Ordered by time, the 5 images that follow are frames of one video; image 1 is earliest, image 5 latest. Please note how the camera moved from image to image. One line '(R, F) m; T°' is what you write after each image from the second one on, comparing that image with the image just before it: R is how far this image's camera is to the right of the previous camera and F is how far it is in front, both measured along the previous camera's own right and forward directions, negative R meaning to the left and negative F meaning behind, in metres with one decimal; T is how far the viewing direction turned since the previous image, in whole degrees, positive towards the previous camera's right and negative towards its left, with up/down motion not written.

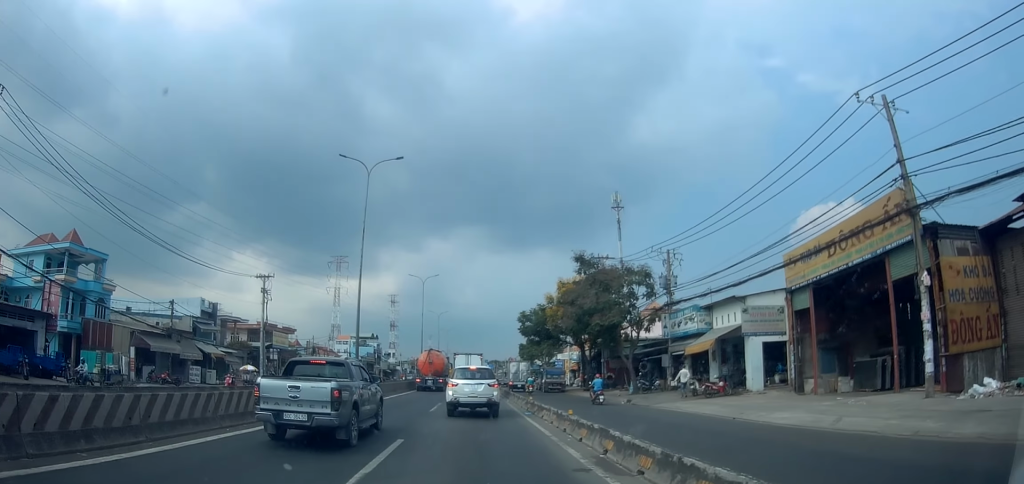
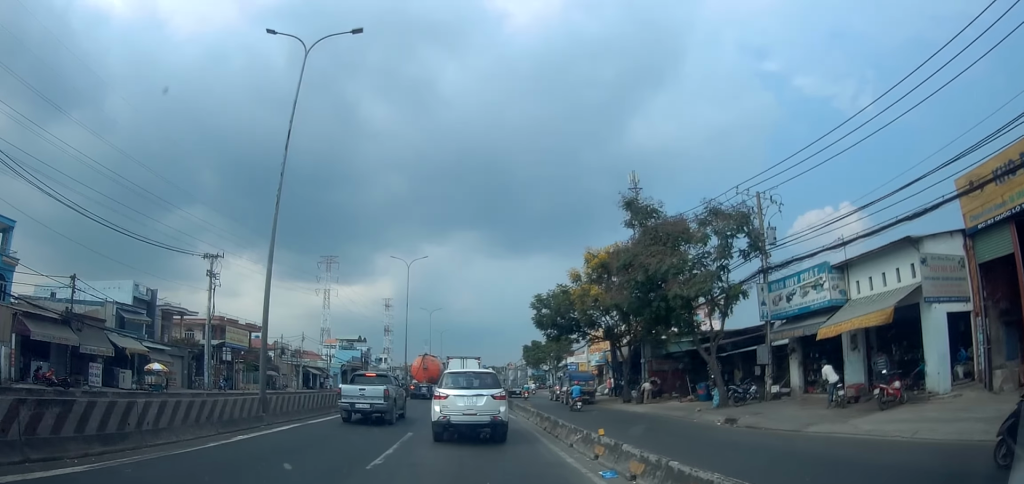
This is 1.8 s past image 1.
(+0.5, +11.0) m; +1°
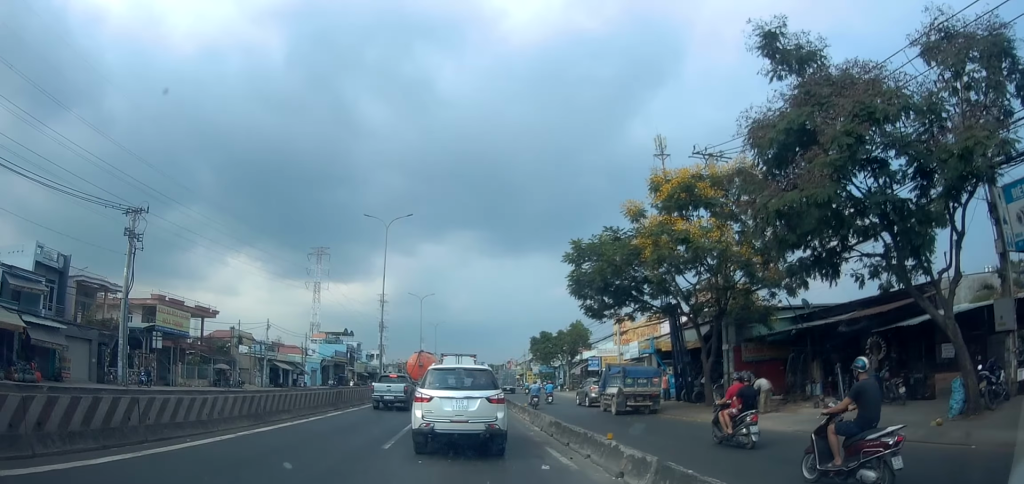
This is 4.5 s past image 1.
(-0.1, +11.1) m; 0°
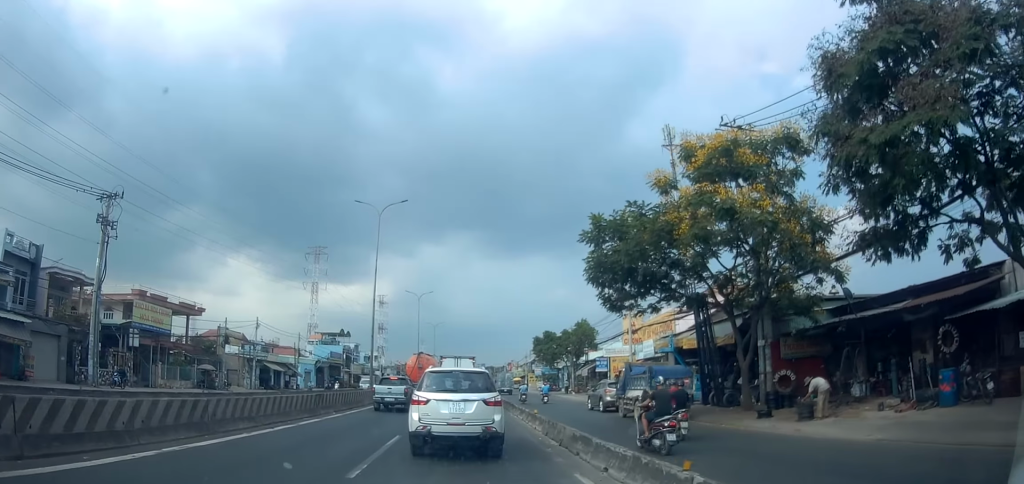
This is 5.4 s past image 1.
(-0.5, +3.0) m; 0°
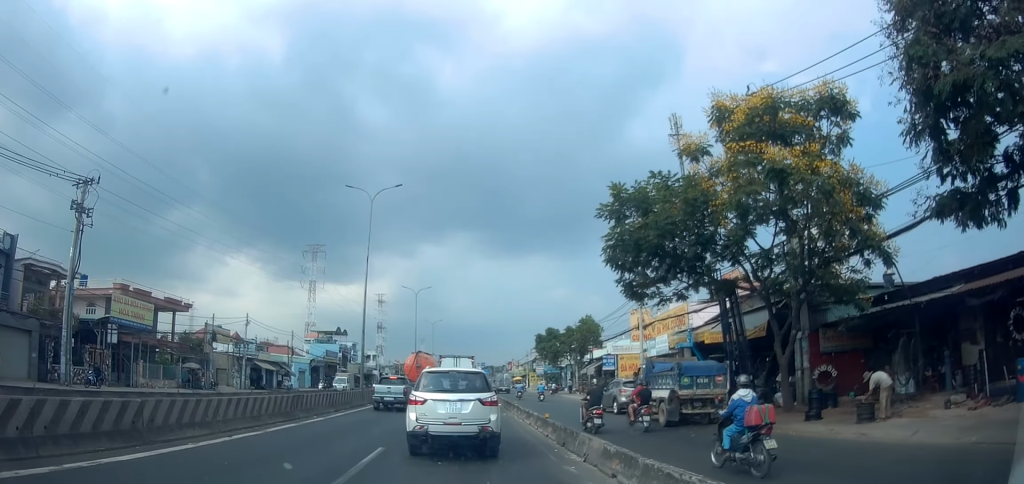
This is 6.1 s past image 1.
(+0.6, +2.5) m; +1°
